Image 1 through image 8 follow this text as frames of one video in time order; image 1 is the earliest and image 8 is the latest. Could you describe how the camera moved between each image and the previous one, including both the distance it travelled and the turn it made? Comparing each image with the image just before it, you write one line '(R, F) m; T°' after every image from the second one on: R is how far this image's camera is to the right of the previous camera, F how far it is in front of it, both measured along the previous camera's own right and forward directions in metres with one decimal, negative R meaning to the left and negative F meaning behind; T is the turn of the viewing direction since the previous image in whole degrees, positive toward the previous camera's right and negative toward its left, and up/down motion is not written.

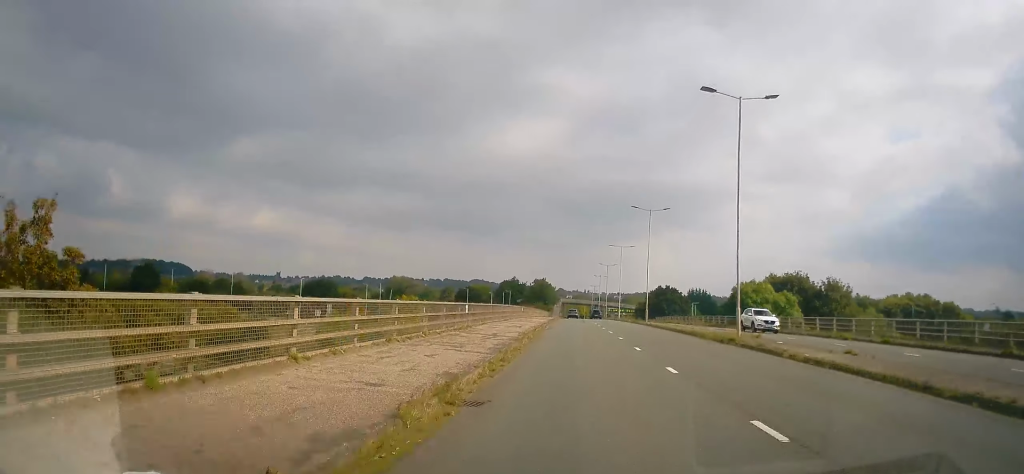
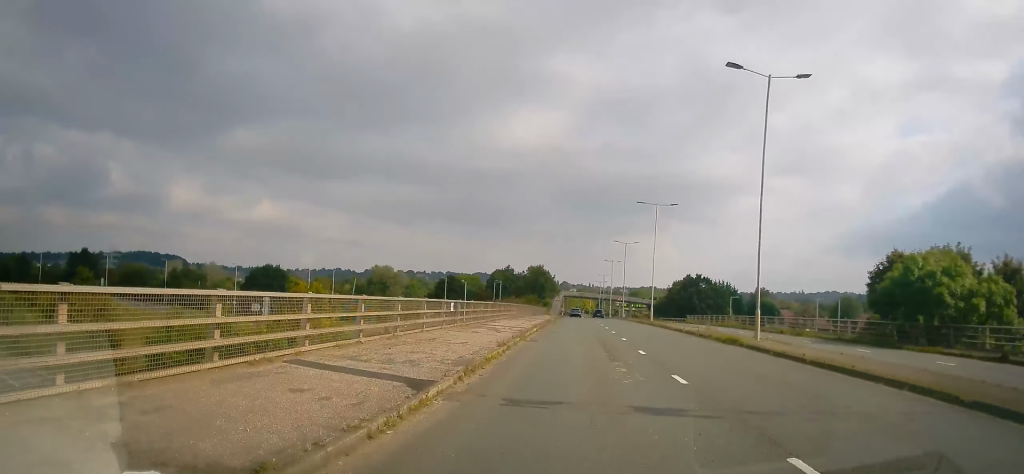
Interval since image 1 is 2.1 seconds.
(-0.2, +32.2) m; 0°
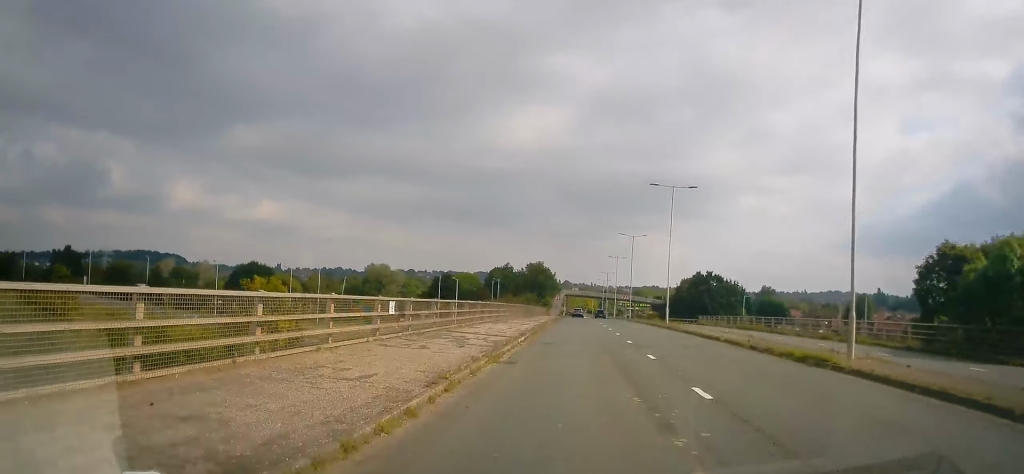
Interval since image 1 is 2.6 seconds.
(0.0, +7.6) m; 0°
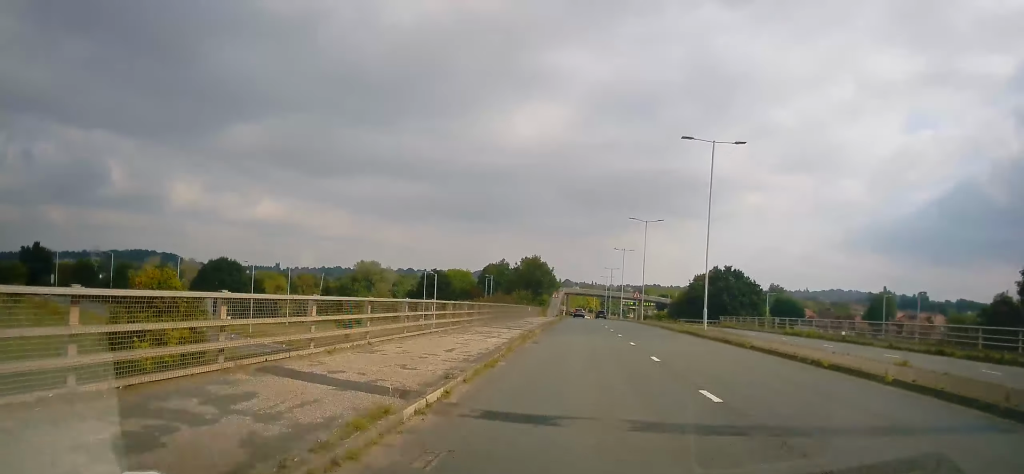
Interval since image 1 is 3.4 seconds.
(+0.1, +12.6) m; +1°
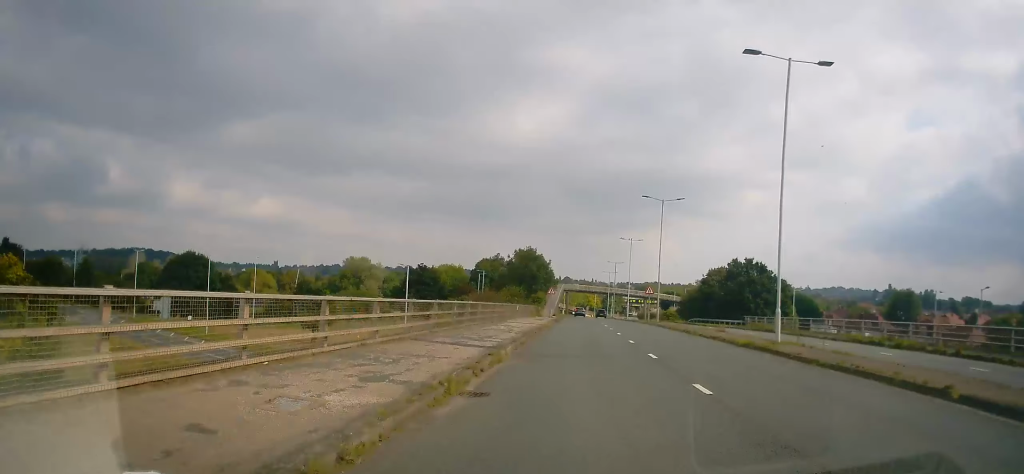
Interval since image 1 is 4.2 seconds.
(+0.1, +11.5) m; 0°
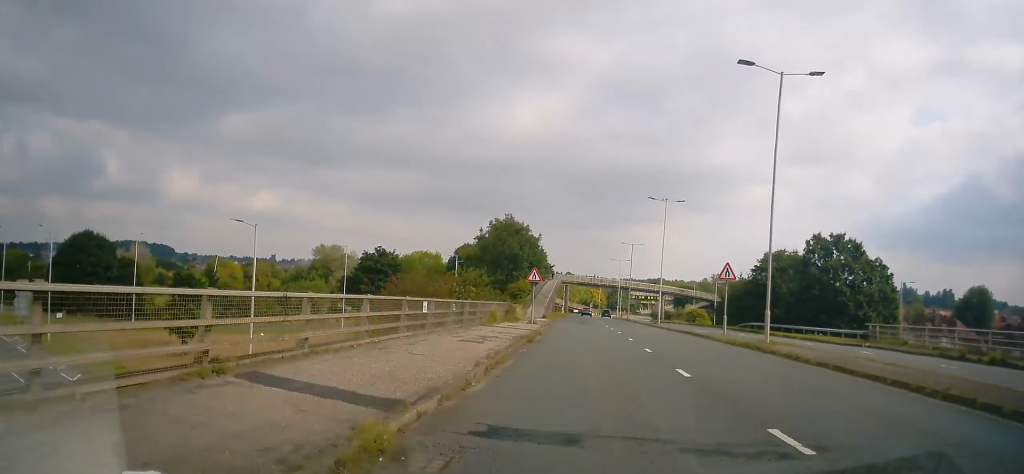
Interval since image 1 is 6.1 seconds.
(-0.3, +28.0) m; -1°
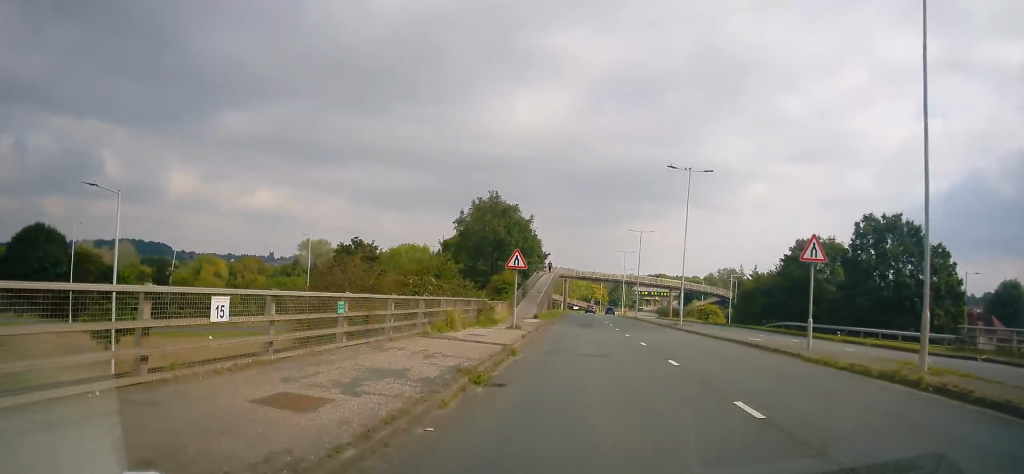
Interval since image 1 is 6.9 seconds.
(0.0, +10.4) m; 0°
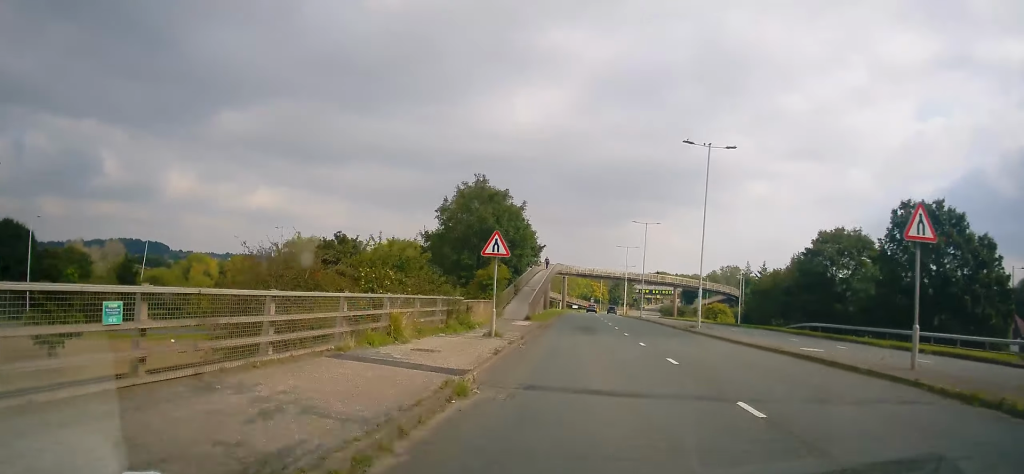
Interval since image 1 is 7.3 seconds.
(0.0, +6.1) m; 0°
